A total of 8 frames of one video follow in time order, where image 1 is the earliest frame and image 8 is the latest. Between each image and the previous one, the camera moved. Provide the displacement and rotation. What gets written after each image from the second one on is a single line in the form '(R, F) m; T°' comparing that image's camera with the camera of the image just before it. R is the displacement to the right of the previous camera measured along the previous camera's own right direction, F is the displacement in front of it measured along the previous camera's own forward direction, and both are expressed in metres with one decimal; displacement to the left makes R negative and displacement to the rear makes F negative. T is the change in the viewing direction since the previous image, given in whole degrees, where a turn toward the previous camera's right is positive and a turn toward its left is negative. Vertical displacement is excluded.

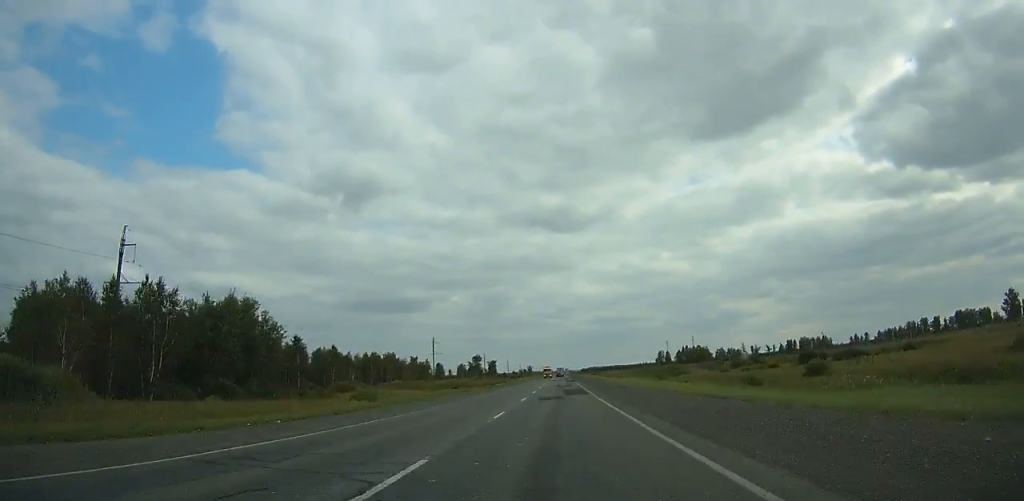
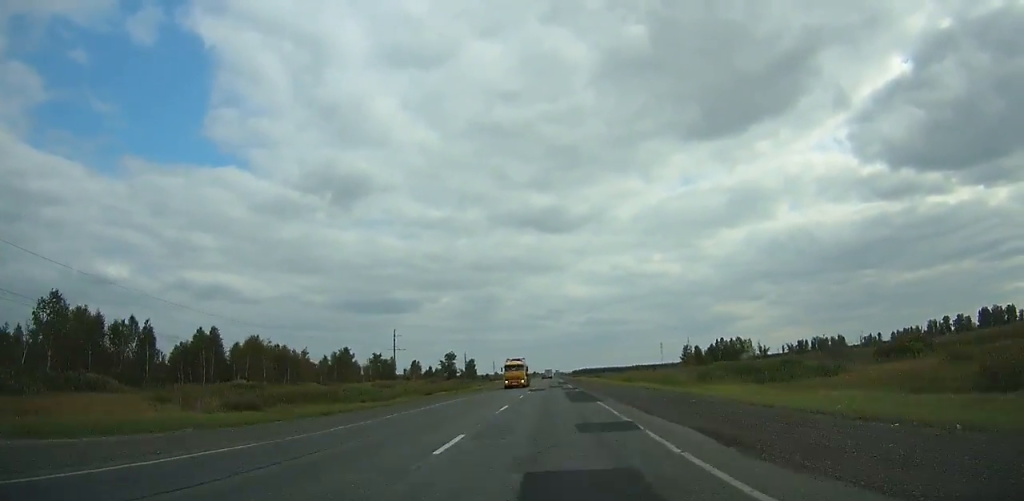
(+0.1, +57.7) m; 0°
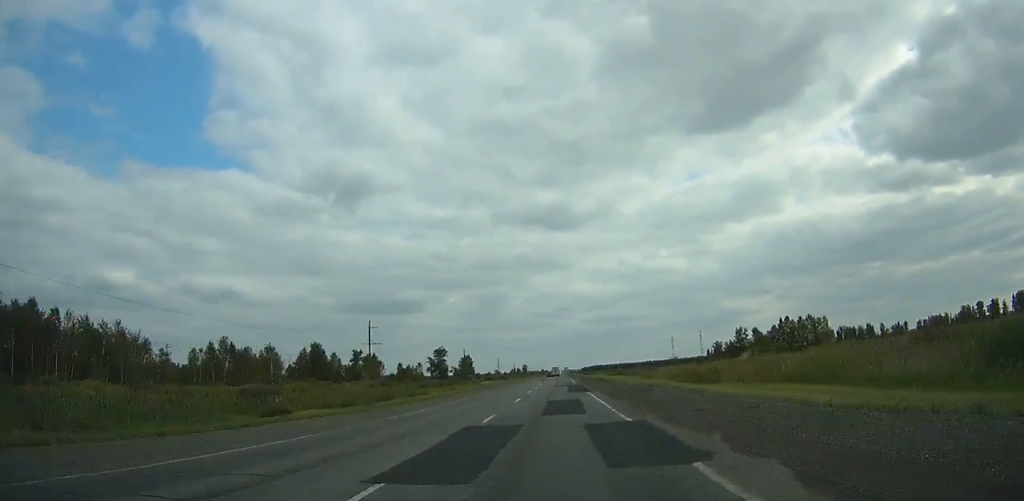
(+0.1, +41.5) m; 0°
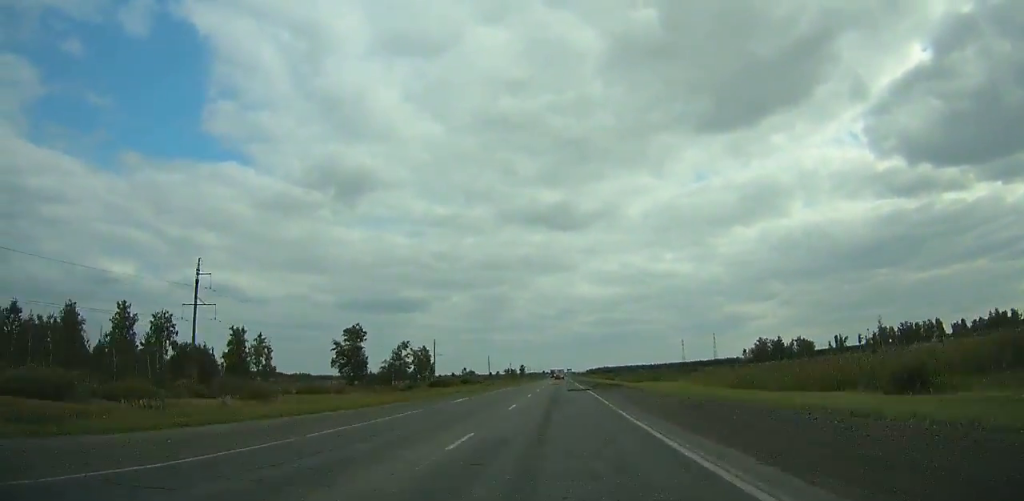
(-0.1, +100.5) m; 0°
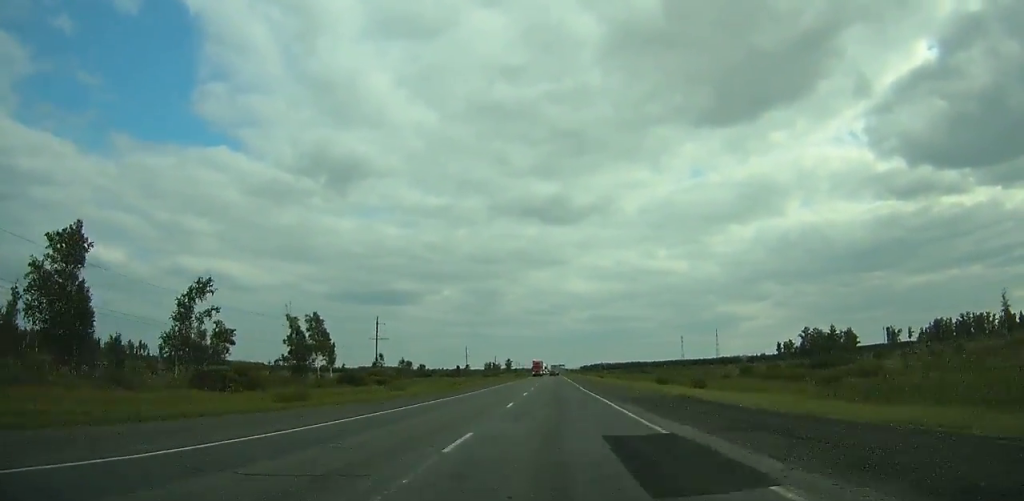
(-0.1, +84.1) m; 0°
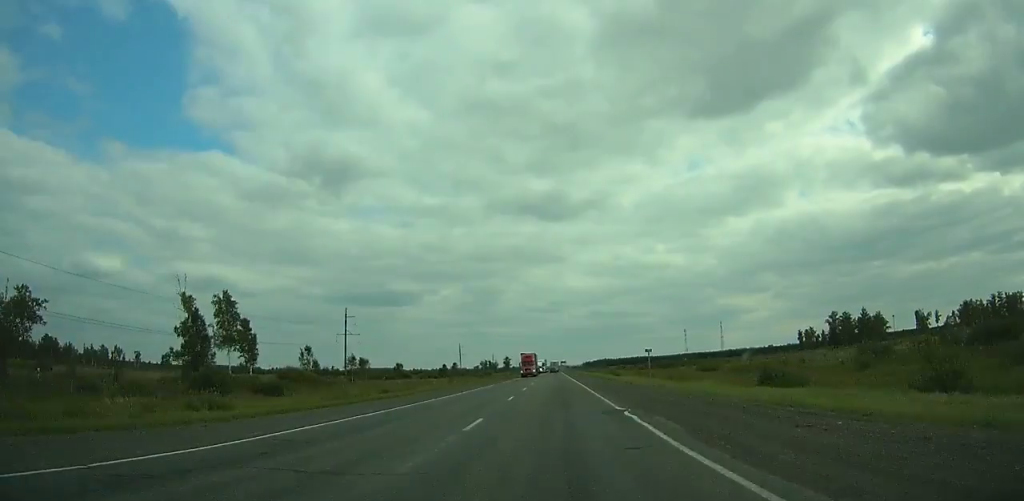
(0.0, +32.4) m; 0°
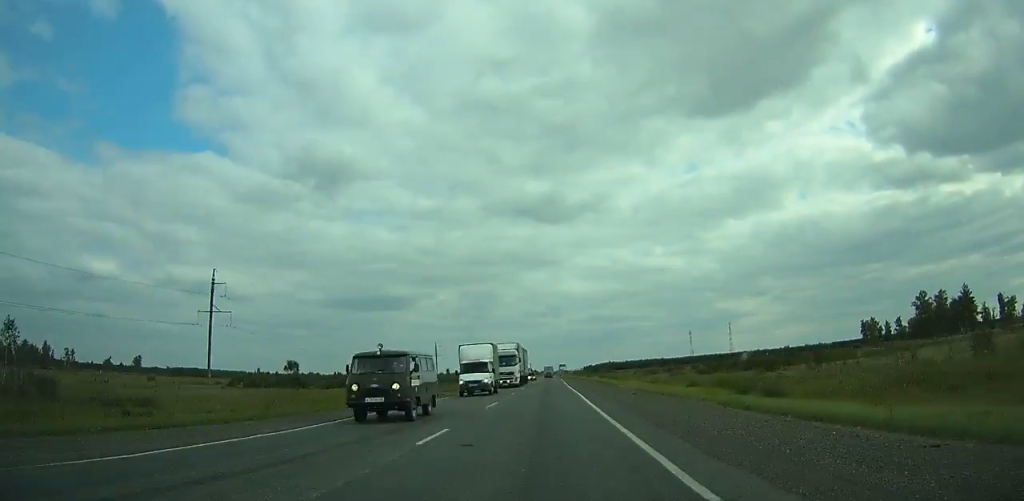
(+0.5, +75.4) m; 0°
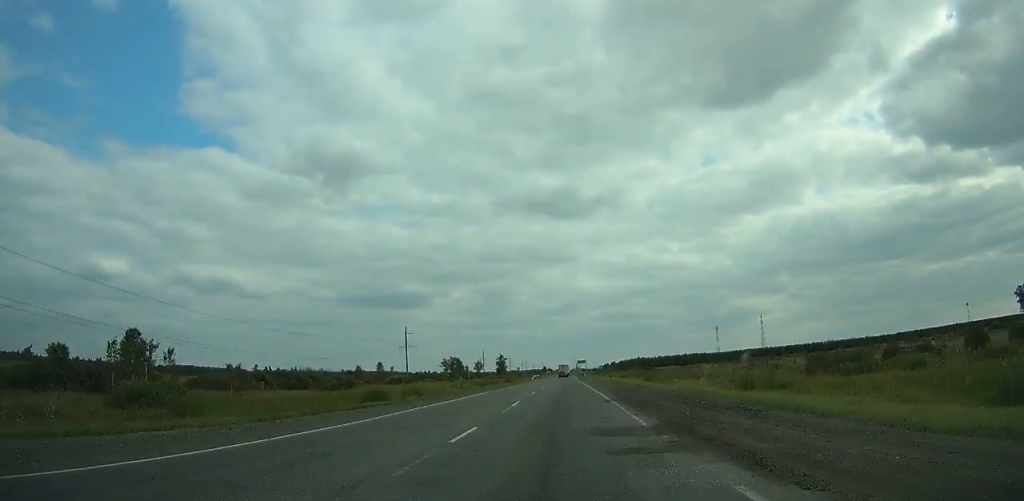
(-0.4, +96.1) m; -1°
